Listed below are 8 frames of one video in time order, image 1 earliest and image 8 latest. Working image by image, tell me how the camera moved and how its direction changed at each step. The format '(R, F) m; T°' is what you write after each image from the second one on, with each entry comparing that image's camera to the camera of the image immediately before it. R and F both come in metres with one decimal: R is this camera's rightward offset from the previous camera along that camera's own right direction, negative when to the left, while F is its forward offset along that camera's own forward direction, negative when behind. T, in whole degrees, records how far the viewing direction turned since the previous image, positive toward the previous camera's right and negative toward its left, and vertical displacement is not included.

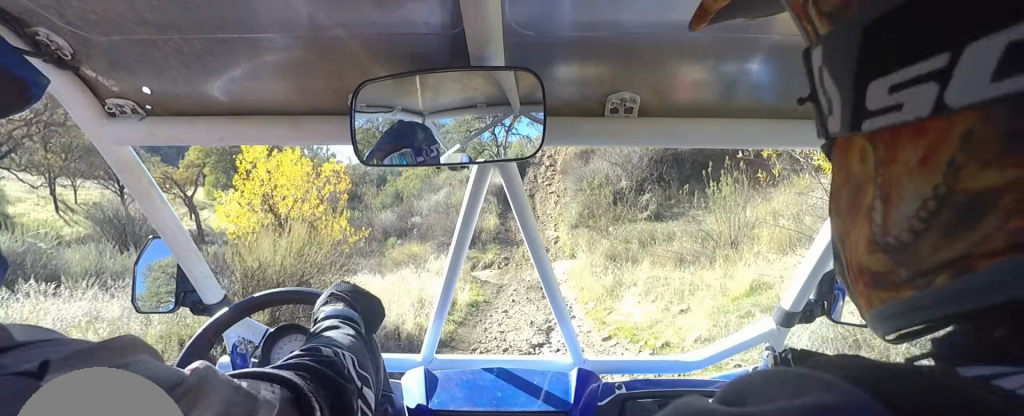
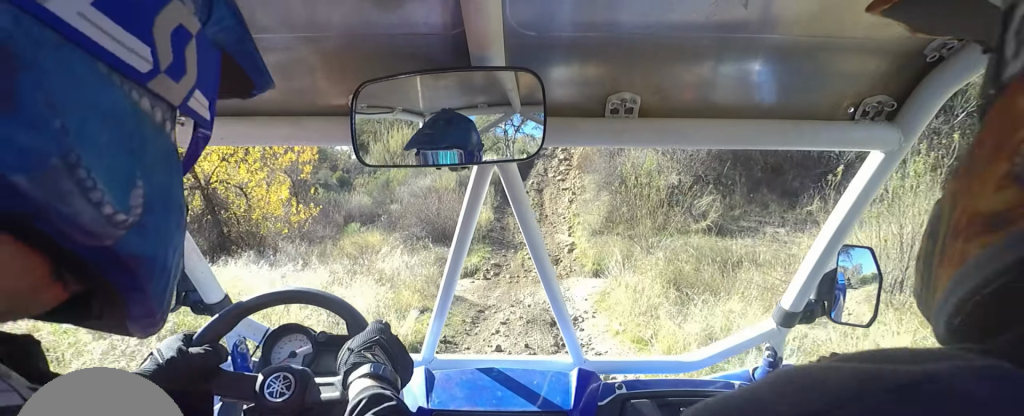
(-0.7, +5.6) m; -2°
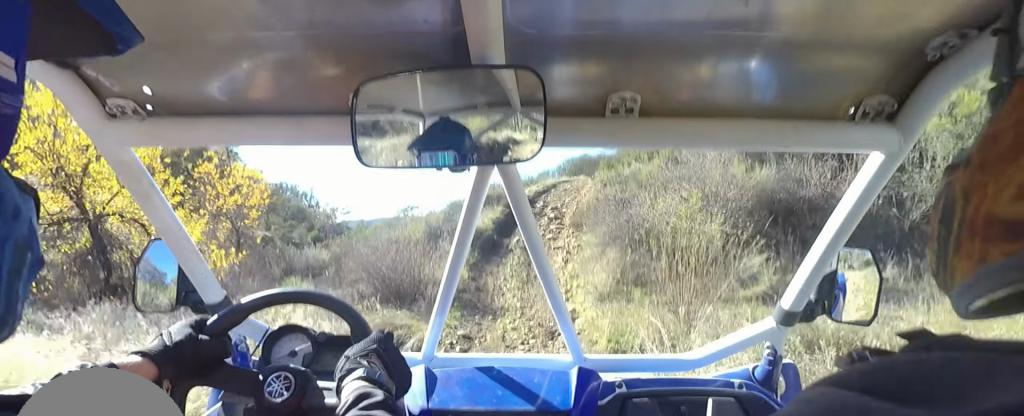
(+0.4, +4.2) m; +3°
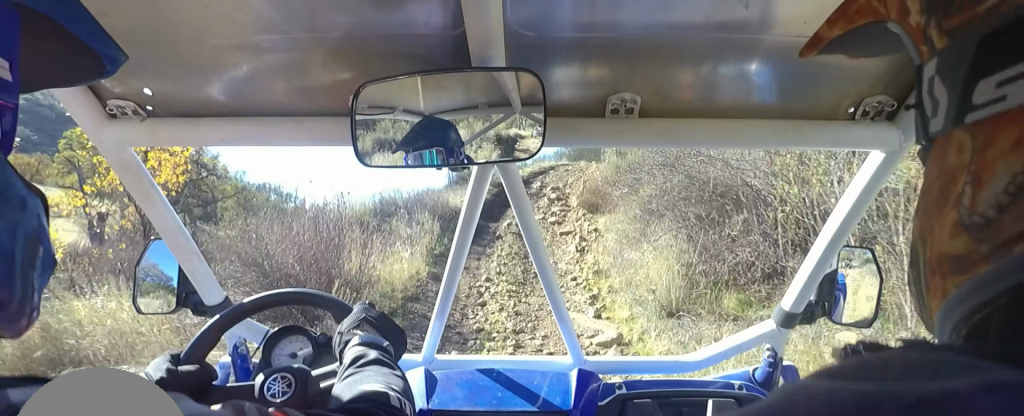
(+0.3, +4.4) m; +1°
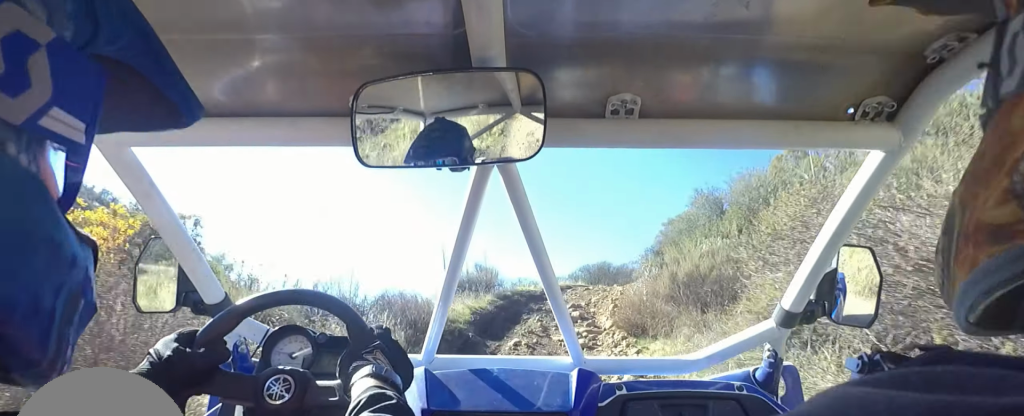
(-0.6, +3.5) m; +1°
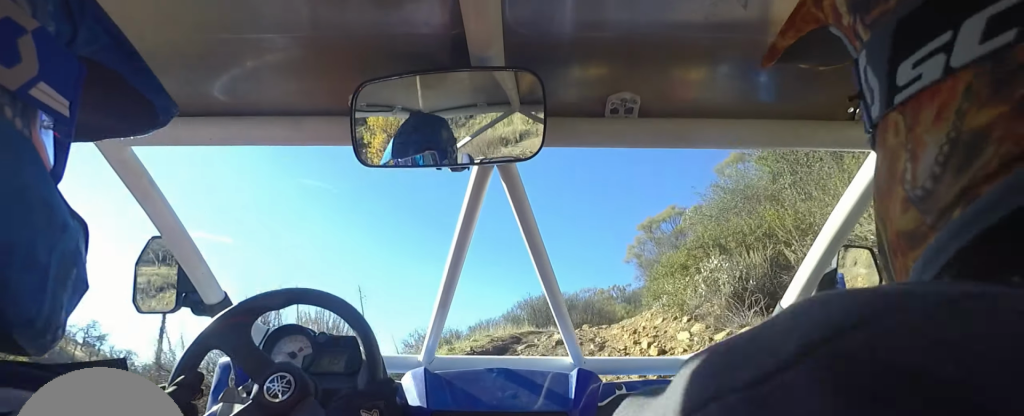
(+1.1, +8.5) m; +11°
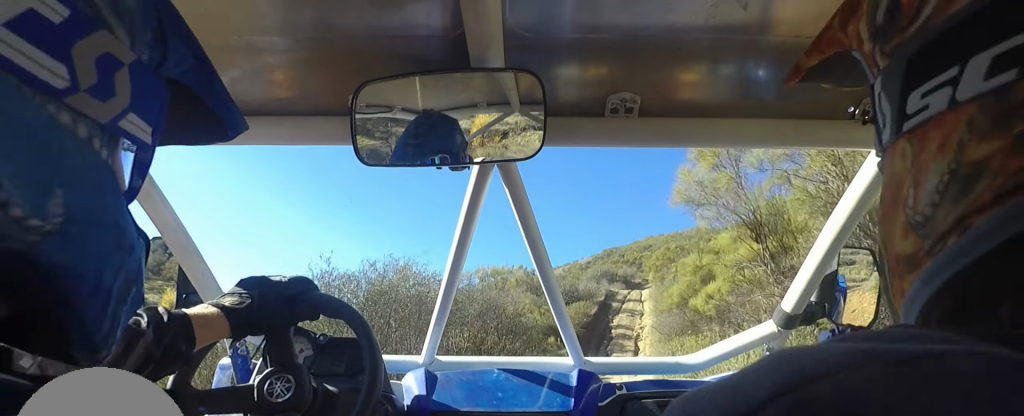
(+0.2, +13.4) m; +2°
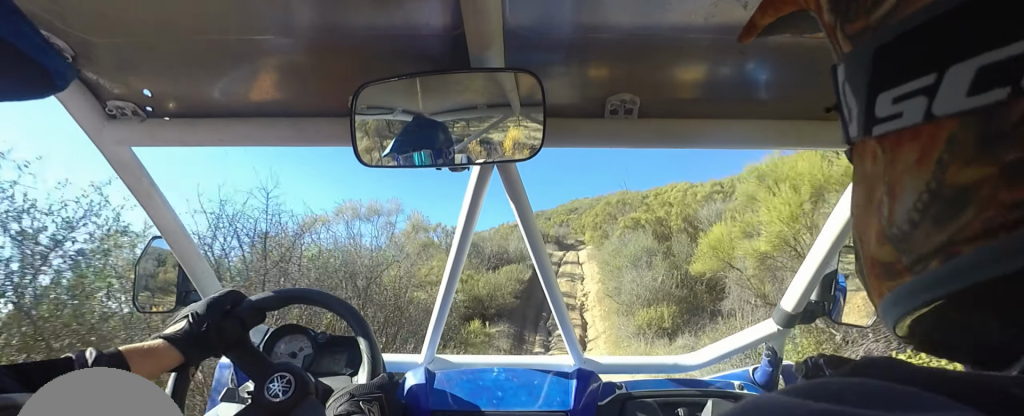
(+0.1, +5.5) m; +7°
